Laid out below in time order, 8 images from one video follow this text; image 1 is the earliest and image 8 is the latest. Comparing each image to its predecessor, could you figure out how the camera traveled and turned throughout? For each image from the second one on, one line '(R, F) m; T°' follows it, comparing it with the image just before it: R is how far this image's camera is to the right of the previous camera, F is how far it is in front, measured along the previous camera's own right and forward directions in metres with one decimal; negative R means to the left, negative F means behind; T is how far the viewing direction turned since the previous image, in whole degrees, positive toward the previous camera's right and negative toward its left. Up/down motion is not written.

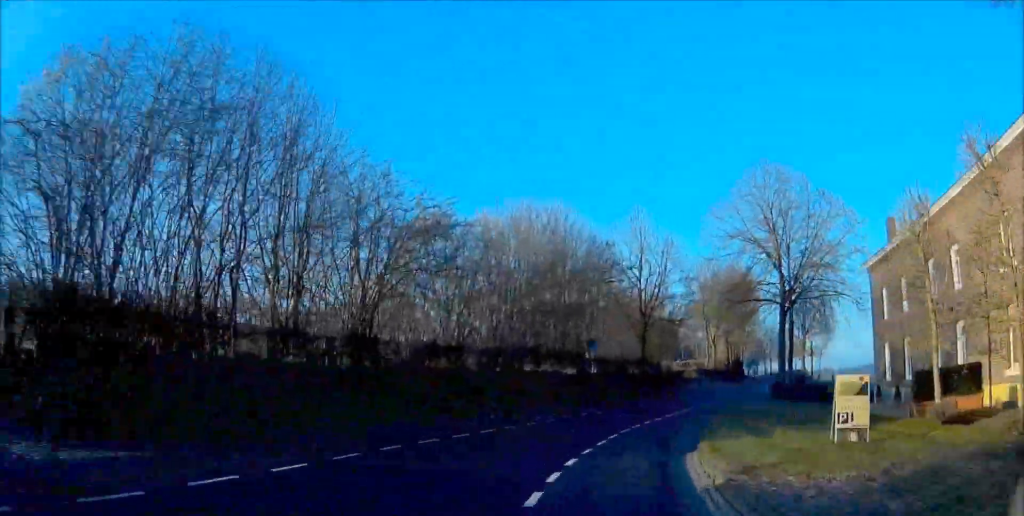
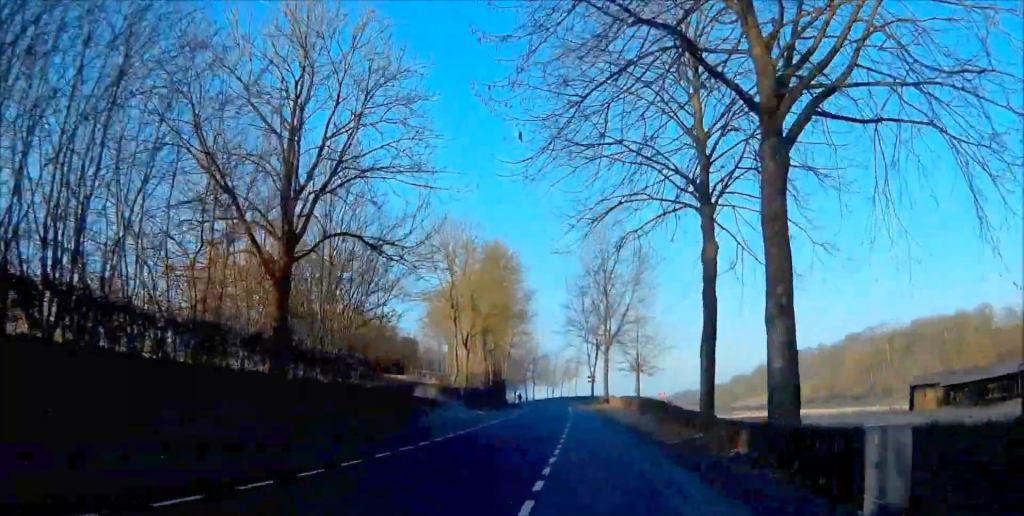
(+4.8, +36.0) m; +10°
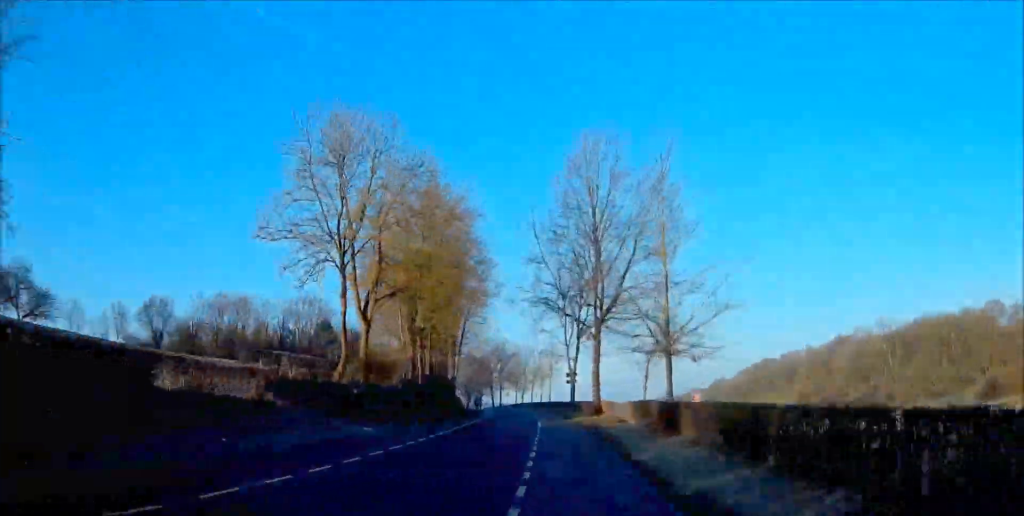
(+1.1, +25.1) m; +2°
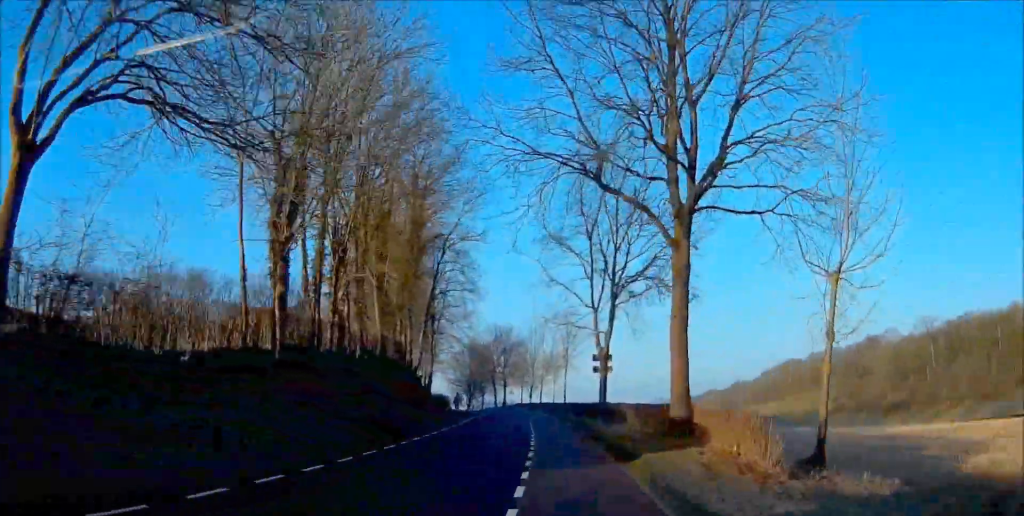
(+0.1, +26.7) m; -1°
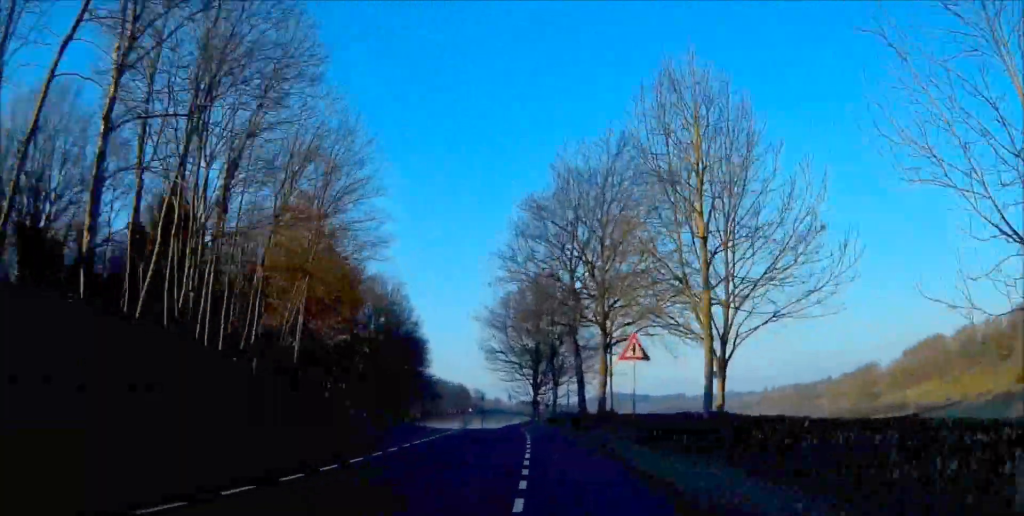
(-5.0, +81.9) m; -8°
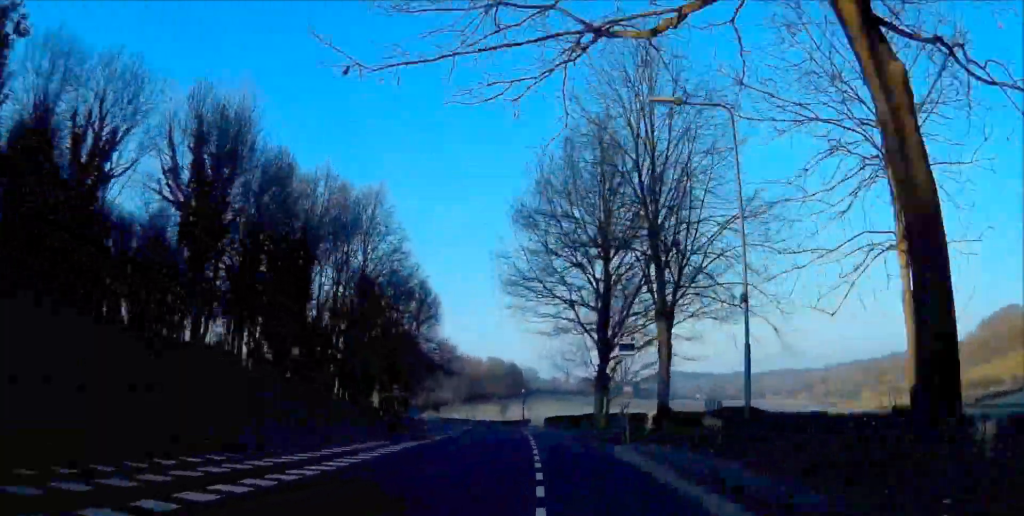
(-1.3, +38.4) m; -4°
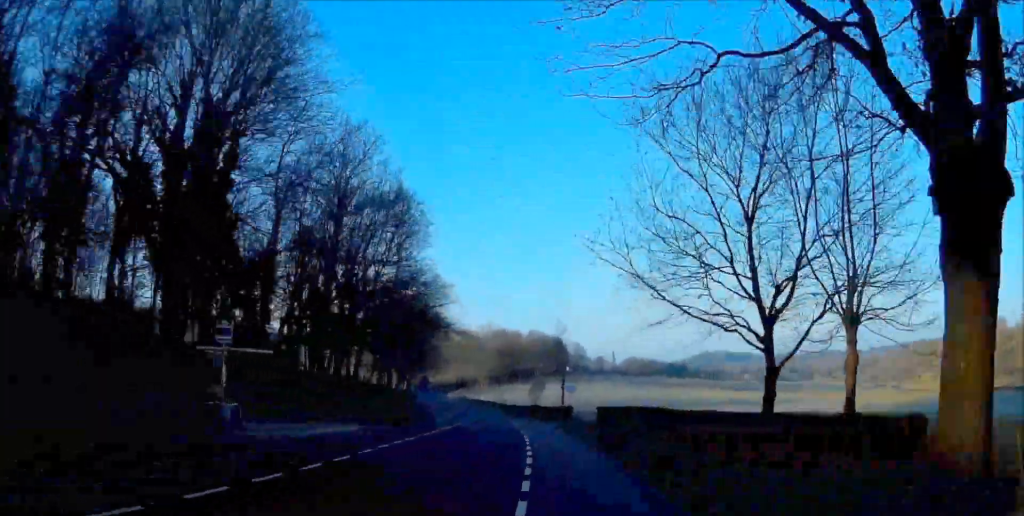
(-1.4, +32.7) m; -5°
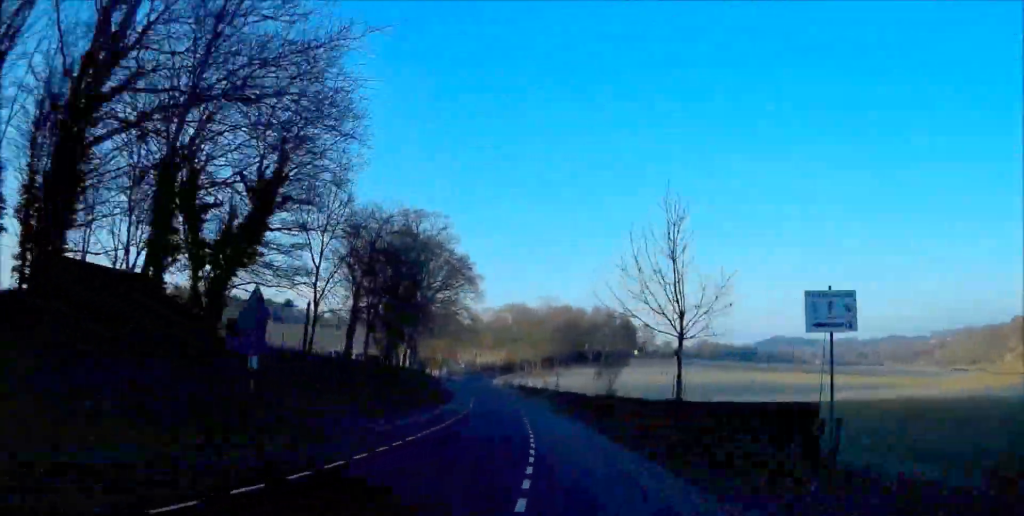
(-2.1, +38.1) m; -5°
